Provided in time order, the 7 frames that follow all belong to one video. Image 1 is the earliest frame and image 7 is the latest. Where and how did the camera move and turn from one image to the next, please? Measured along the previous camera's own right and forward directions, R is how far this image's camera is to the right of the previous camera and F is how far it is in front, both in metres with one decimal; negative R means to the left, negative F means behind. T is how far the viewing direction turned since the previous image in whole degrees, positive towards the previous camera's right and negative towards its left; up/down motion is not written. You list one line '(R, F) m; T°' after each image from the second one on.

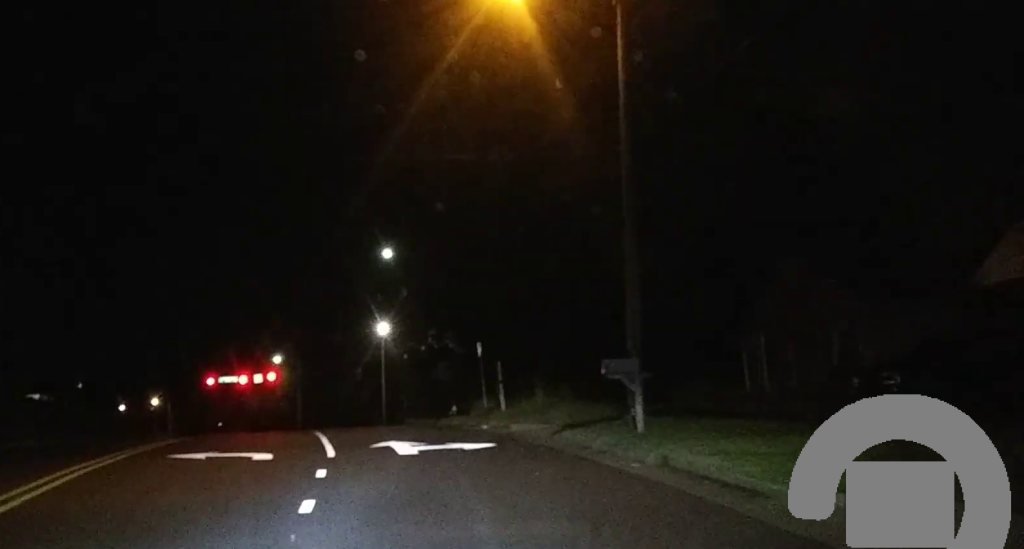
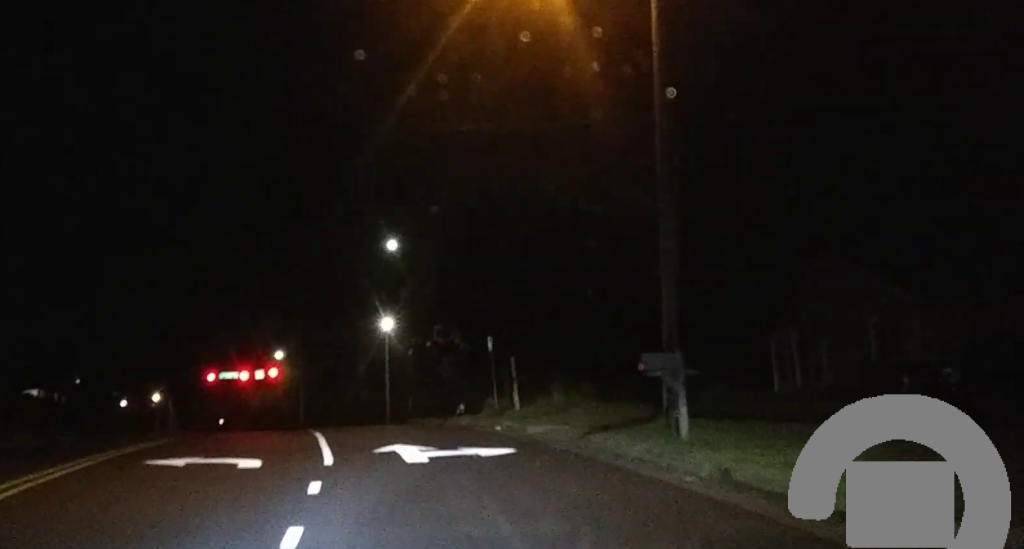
(-0.1, +2.5) m; +1°
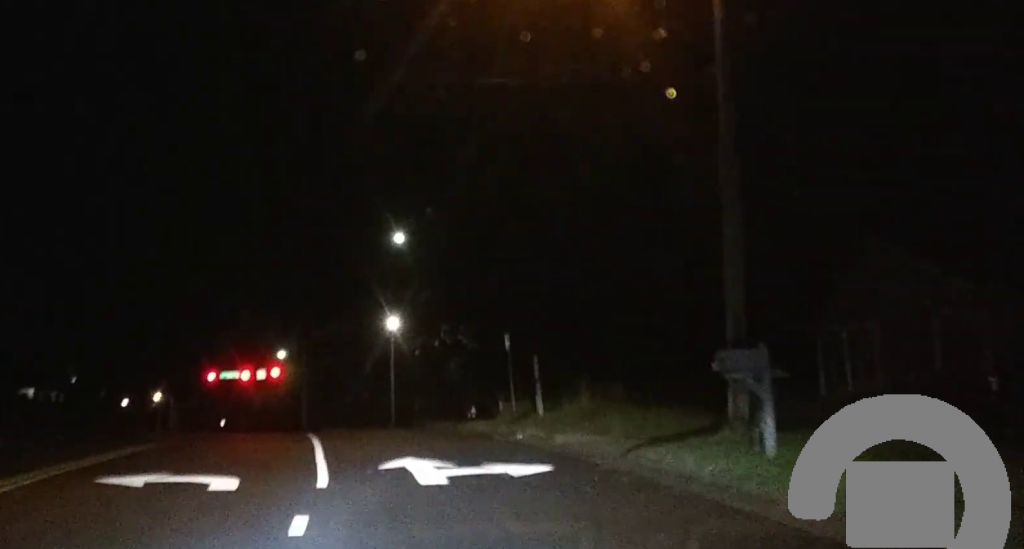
(+0.2, +3.5) m; +1°
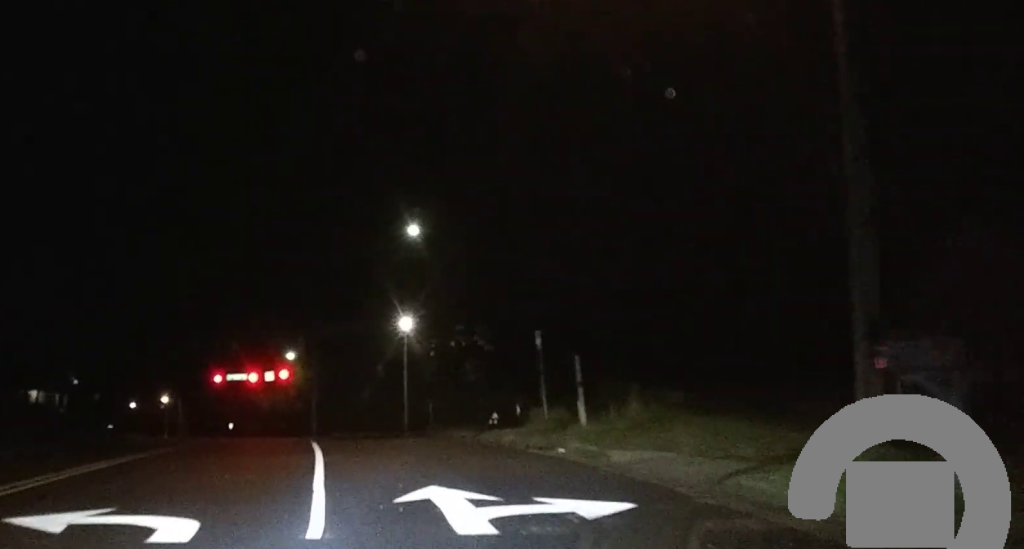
(0.0, +3.8) m; 0°
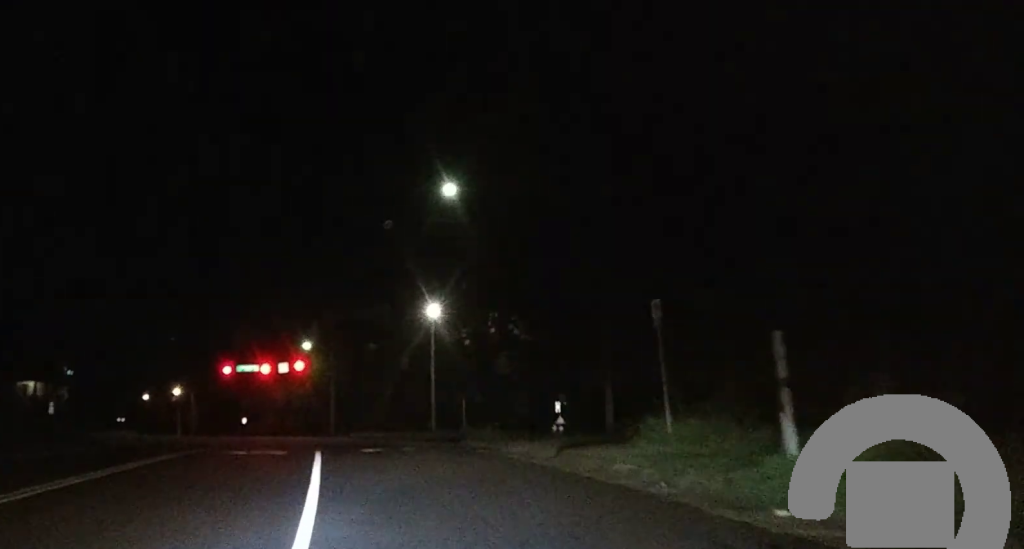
(-0.1, +10.4) m; -1°
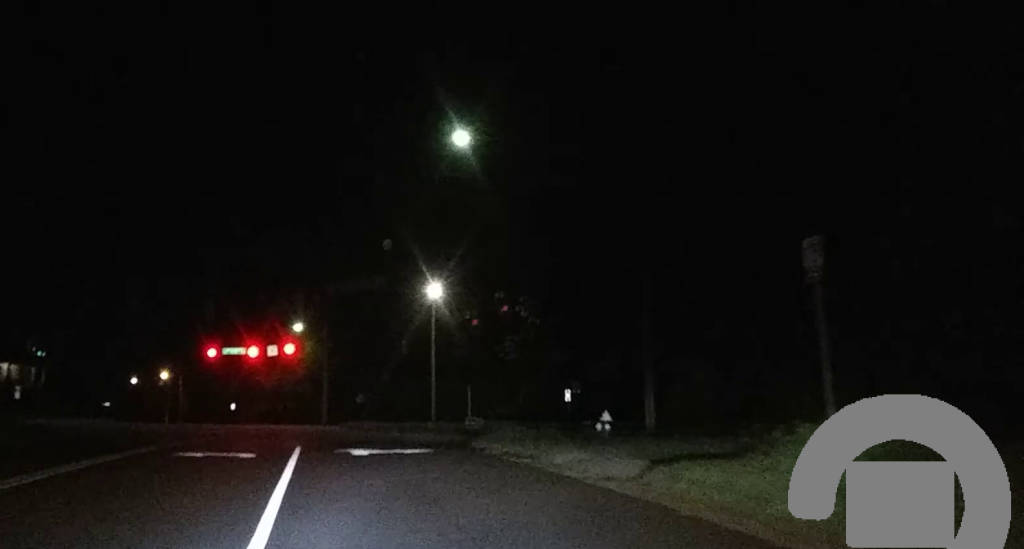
(-0.2, +7.7) m; -3°
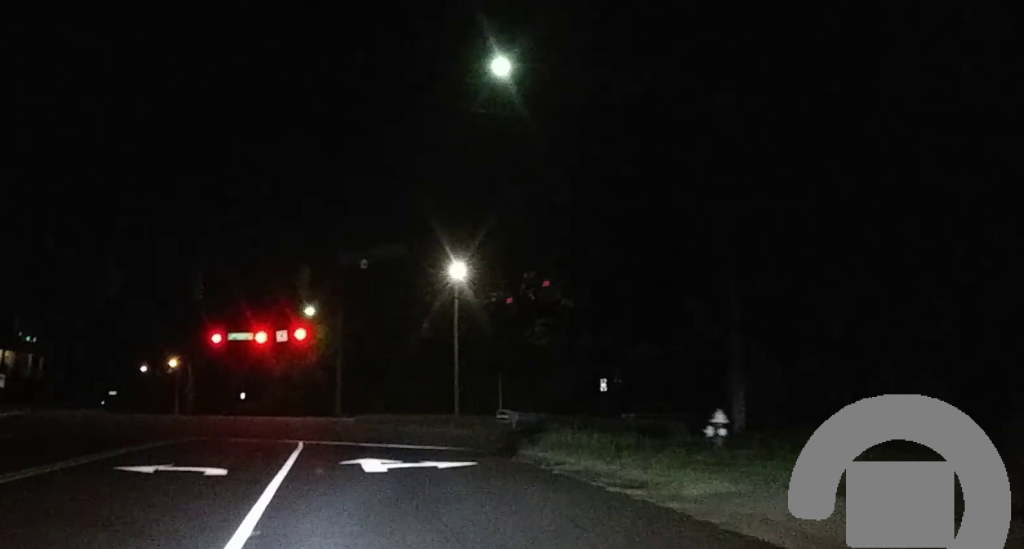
(-0.2, +7.8) m; 0°
